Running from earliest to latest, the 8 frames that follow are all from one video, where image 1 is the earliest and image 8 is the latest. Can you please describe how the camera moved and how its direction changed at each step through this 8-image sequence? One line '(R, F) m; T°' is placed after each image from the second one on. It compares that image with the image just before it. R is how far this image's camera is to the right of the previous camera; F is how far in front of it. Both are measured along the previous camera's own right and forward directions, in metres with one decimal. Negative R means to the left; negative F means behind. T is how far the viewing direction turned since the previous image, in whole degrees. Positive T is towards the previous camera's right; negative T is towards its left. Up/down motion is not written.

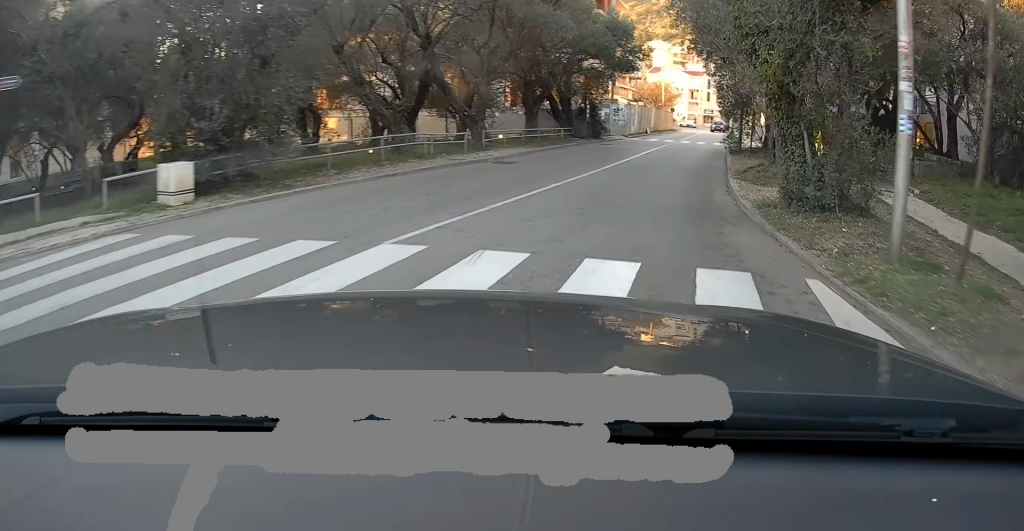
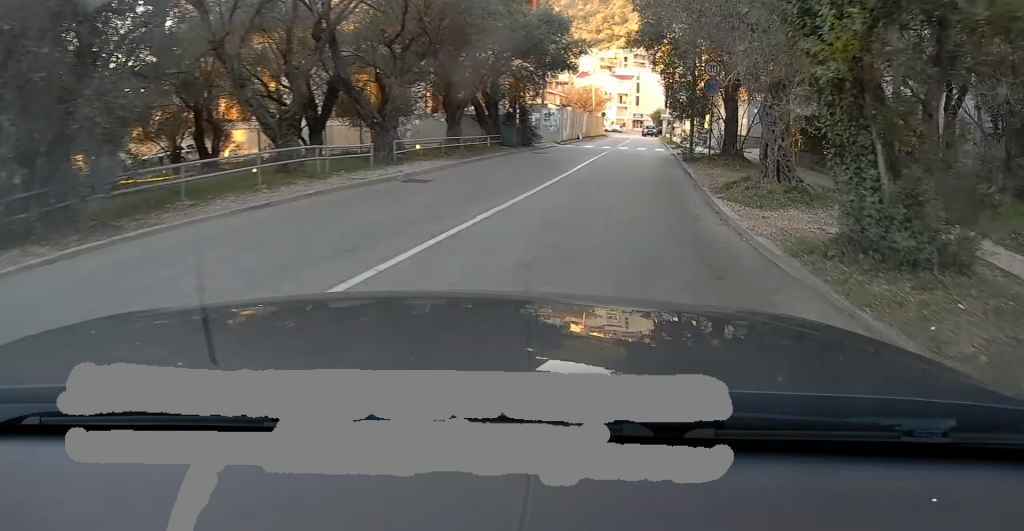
(+0.2, +3.6) m; +5°
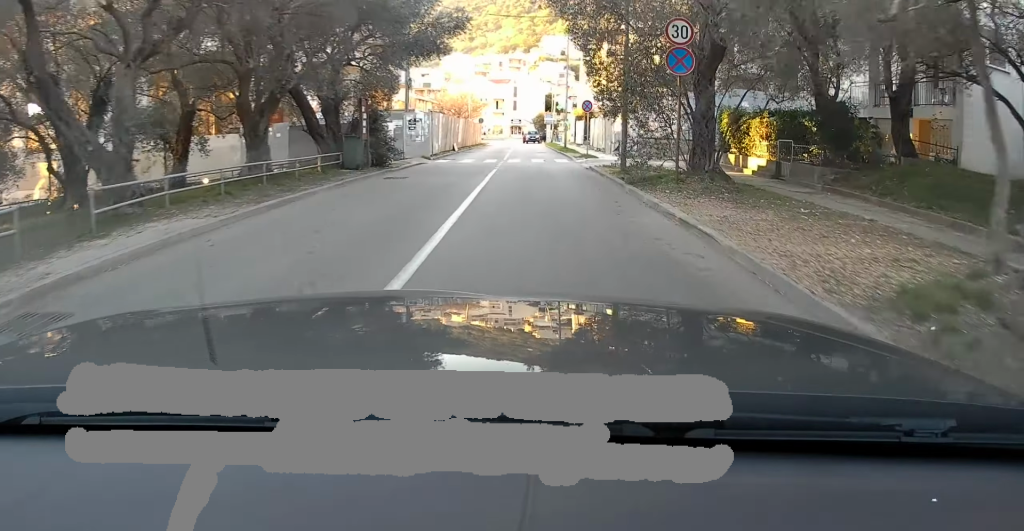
(+0.6, +9.1) m; +8°
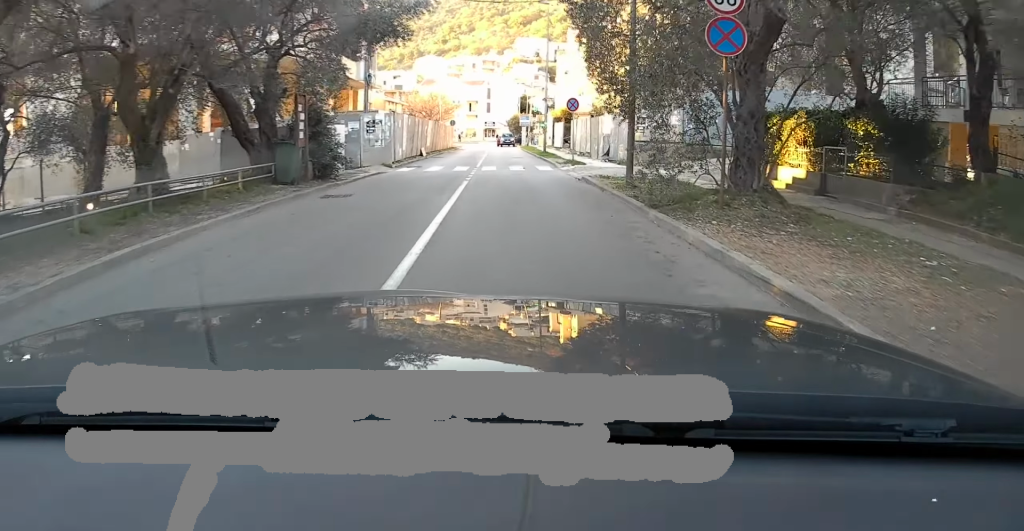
(+0.1, +4.1) m; +6°
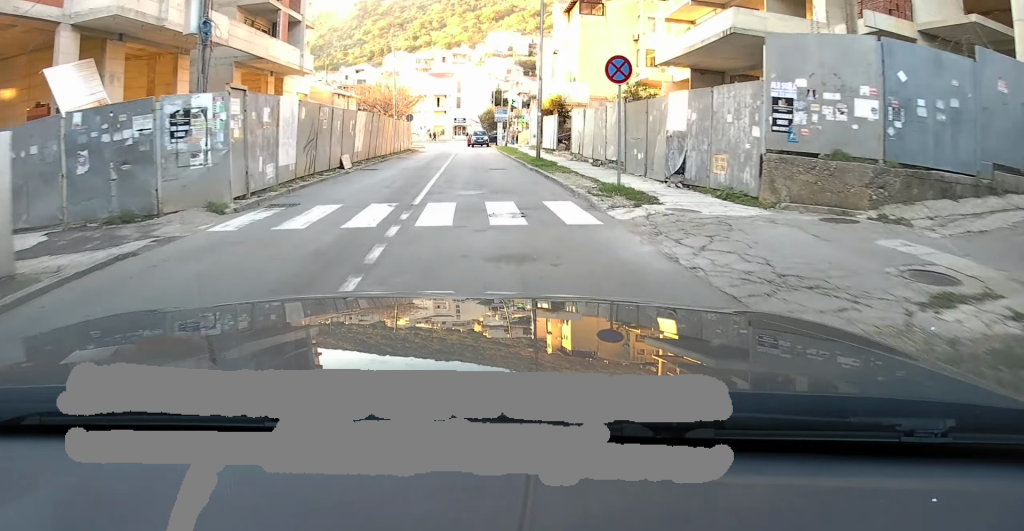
(+2.3, +14.2) m; +13°
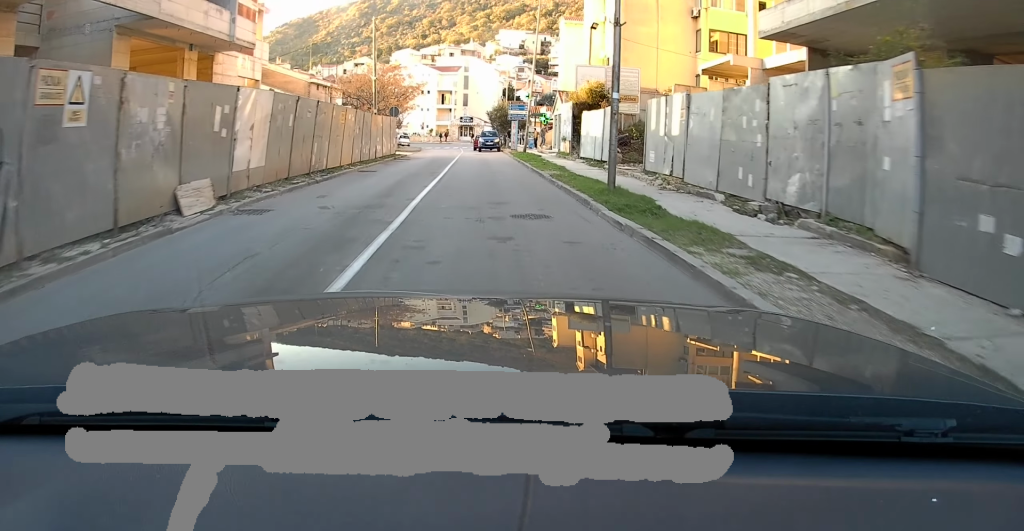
(+0.2, +13.3) m; +1°
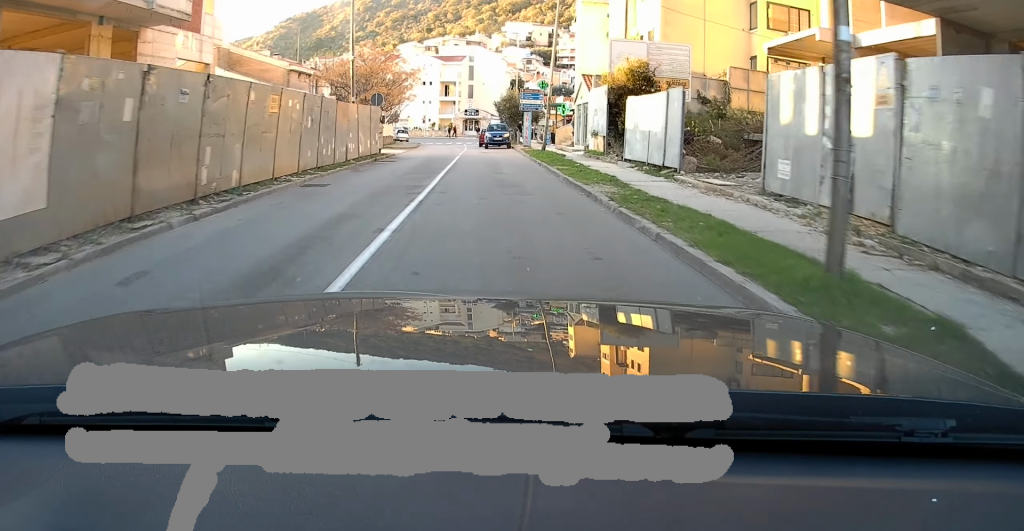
(0.0, +8.0) m; 0°
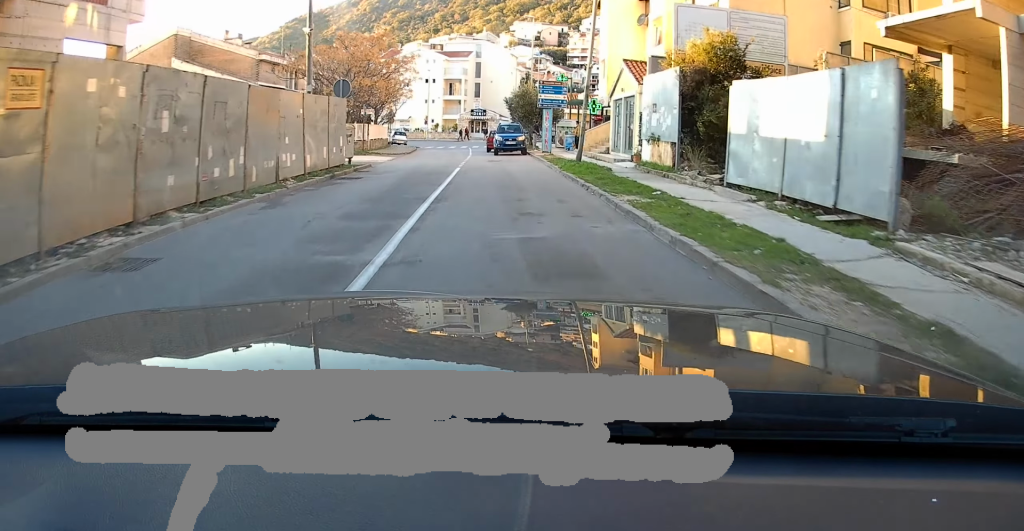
(0.0, +8.7) m; 0°
